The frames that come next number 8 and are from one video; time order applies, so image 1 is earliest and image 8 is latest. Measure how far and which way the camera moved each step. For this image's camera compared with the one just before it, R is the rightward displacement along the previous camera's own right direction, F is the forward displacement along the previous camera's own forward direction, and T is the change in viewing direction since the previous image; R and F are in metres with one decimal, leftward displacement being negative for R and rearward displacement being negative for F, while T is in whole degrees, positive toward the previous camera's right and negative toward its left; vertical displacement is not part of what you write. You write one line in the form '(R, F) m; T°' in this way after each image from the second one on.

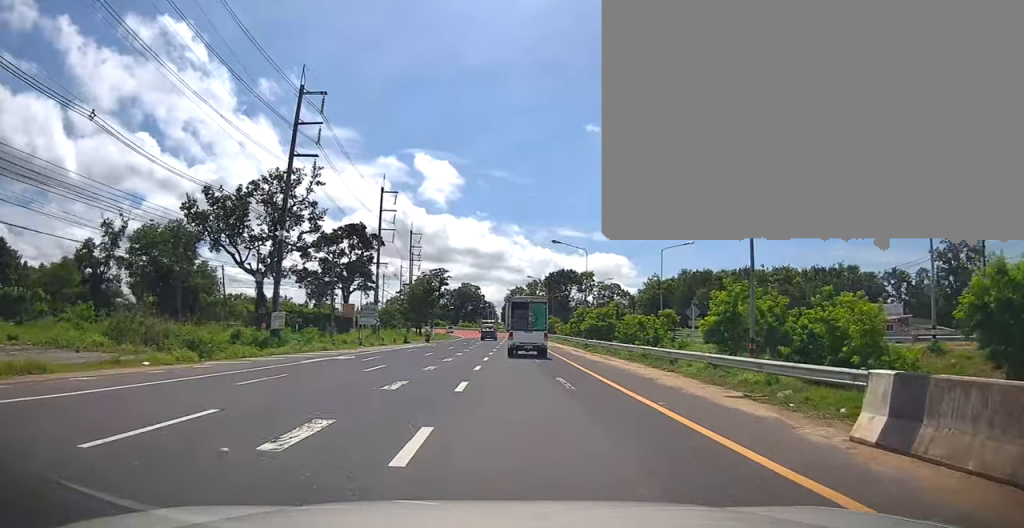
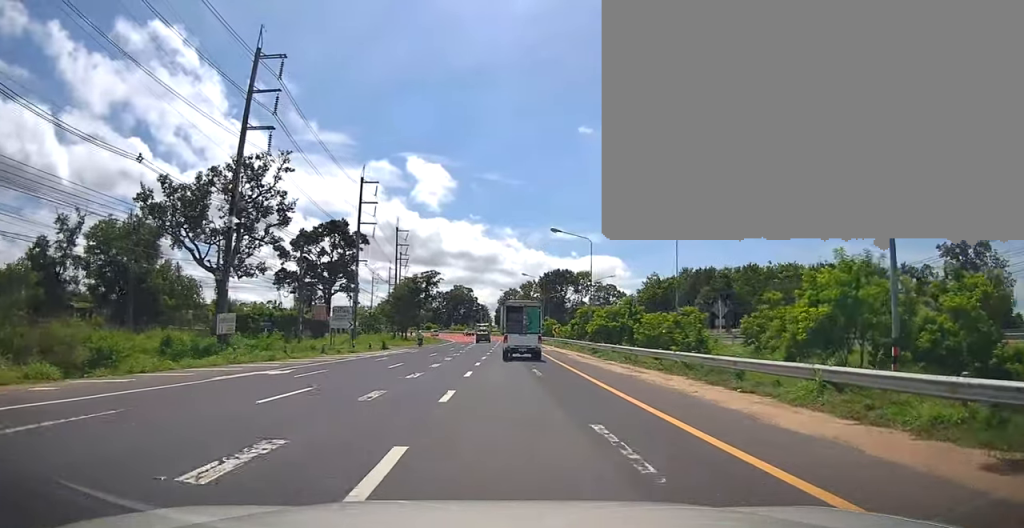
(+0.1, +7.2) m; -1°
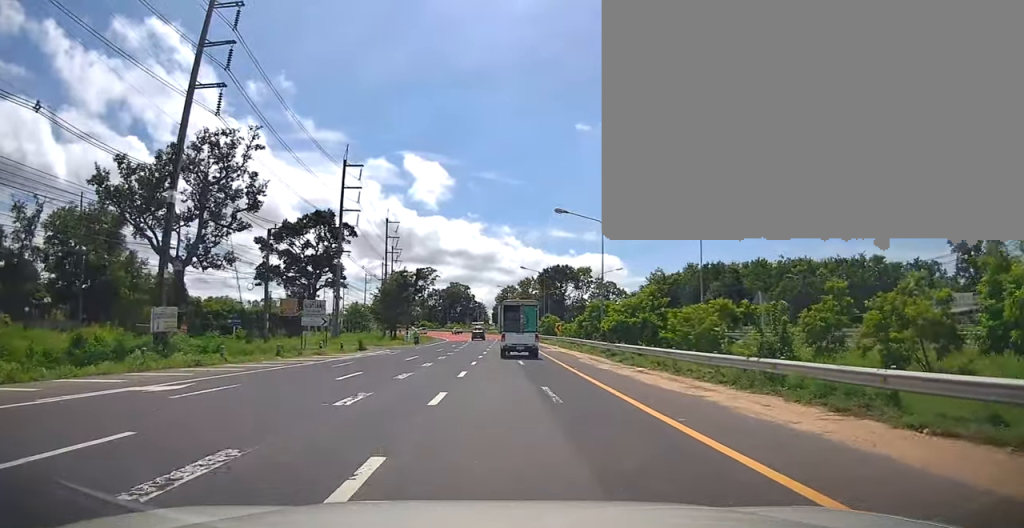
(-0.1, +6.7) m; 0°
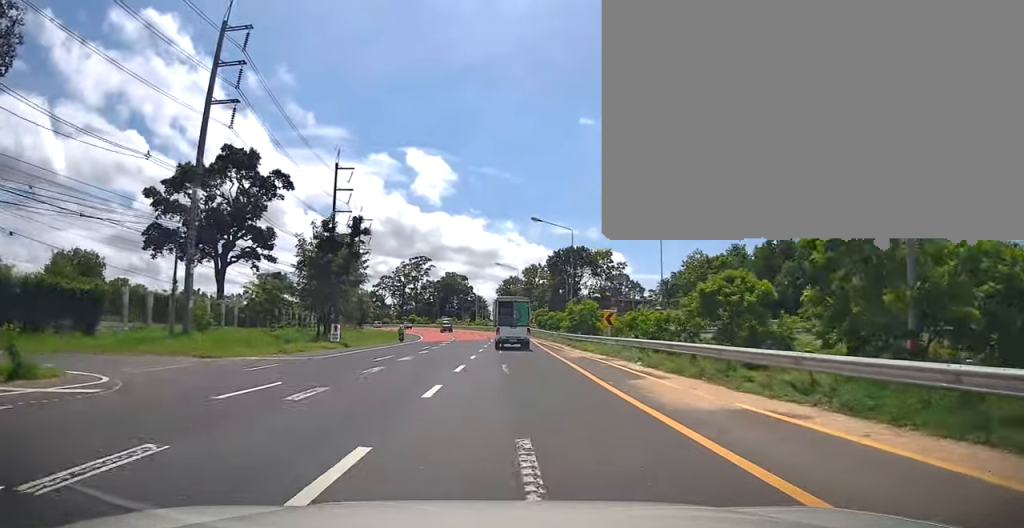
(+1.1, +30.8) m; +3°
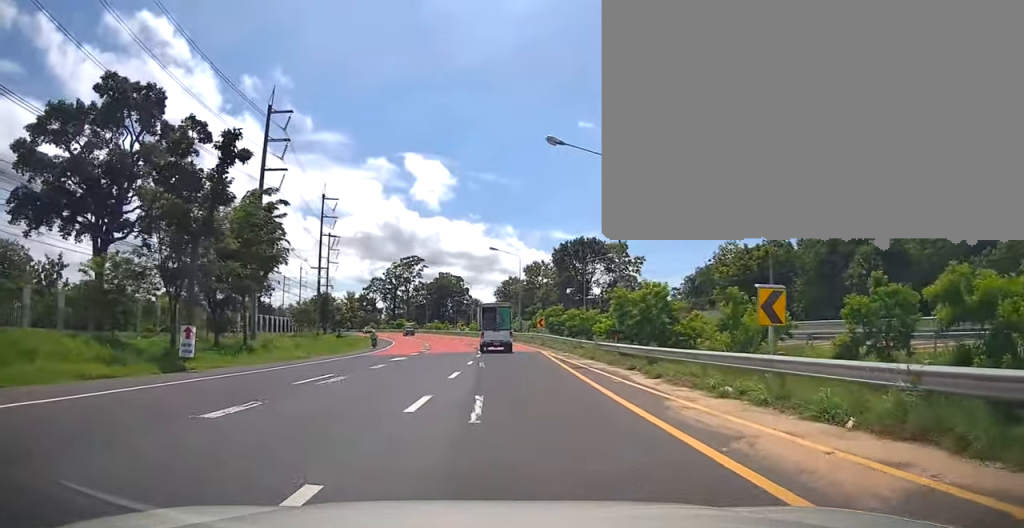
(-0.9, +20.1) m; -4°
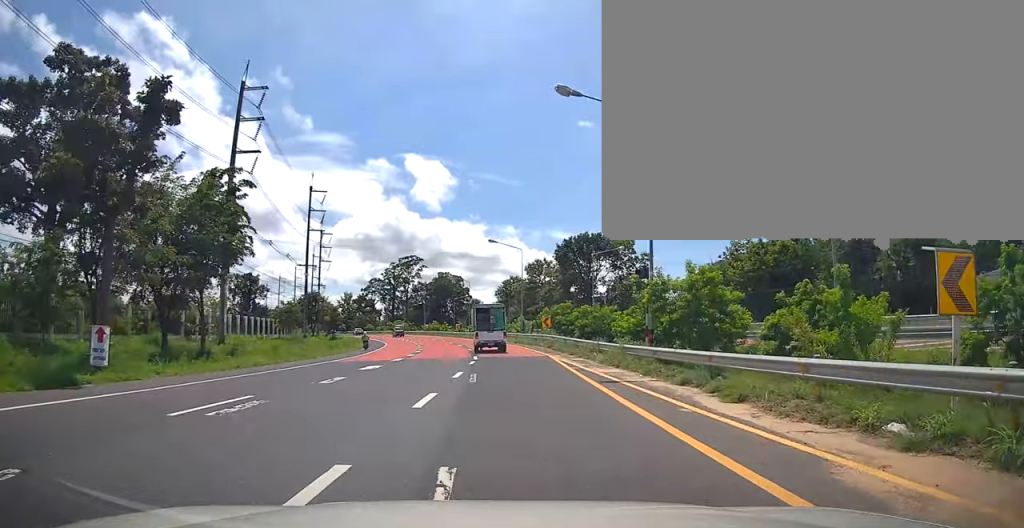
(0.0, +5.6) m; +1°
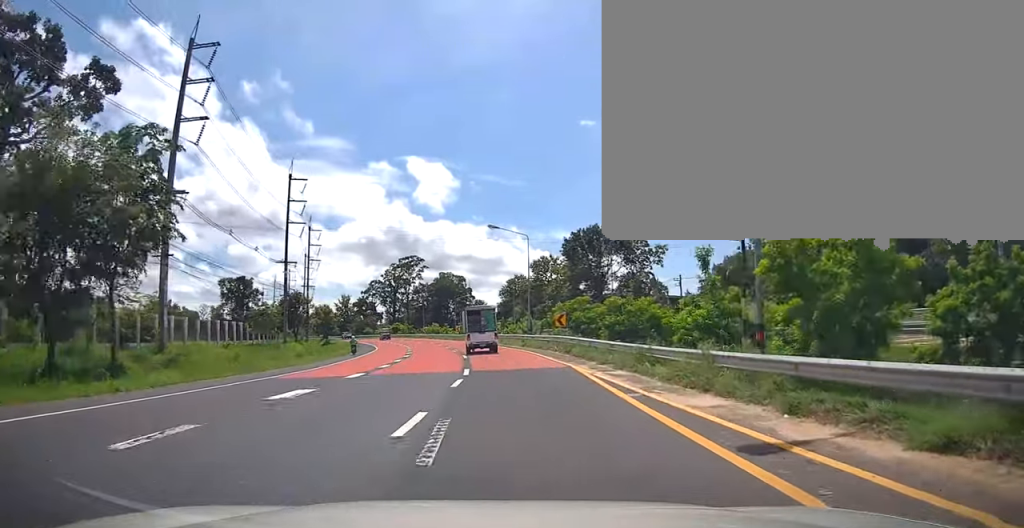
(-0.1, +8.4) m; +2°
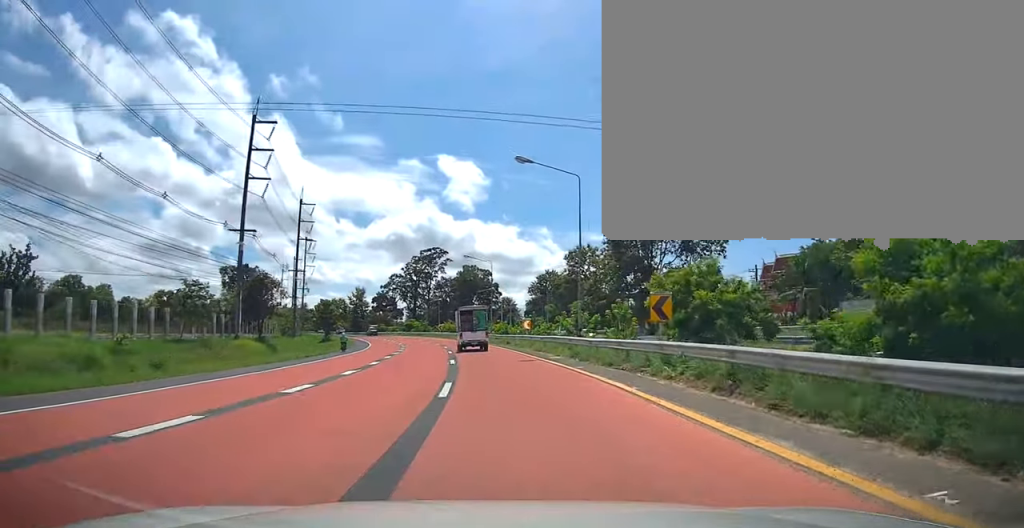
(+0.4, +18.2) m; -2°
